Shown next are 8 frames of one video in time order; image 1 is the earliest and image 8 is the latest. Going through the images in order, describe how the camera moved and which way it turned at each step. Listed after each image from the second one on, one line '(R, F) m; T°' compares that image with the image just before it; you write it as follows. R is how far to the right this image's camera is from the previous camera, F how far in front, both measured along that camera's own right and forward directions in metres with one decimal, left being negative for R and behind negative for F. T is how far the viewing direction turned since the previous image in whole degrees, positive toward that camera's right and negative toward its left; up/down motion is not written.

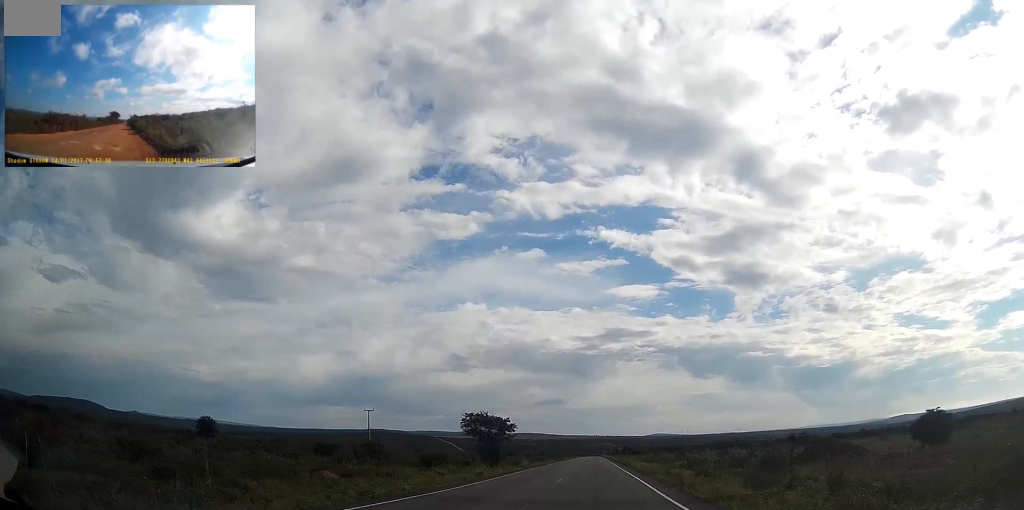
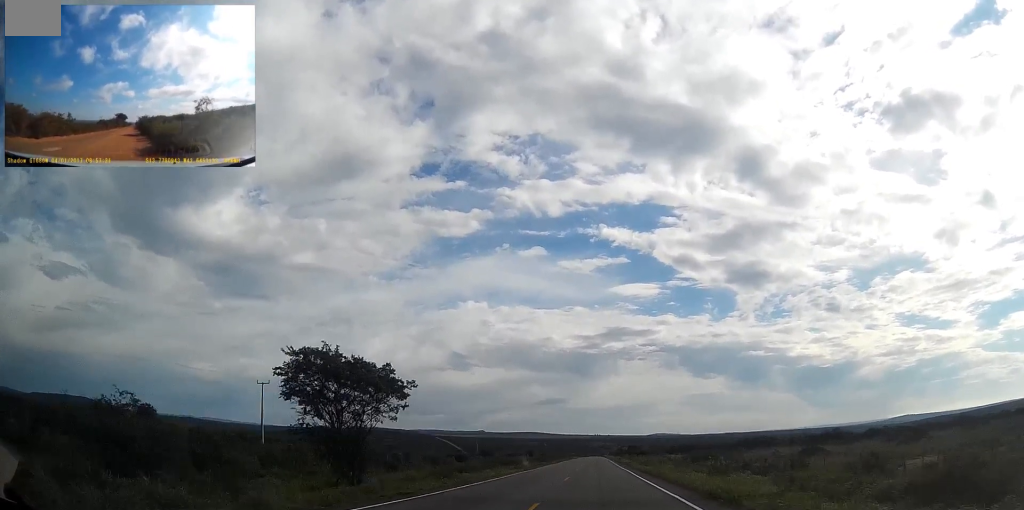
(-0.3, +45.8) m; 0°
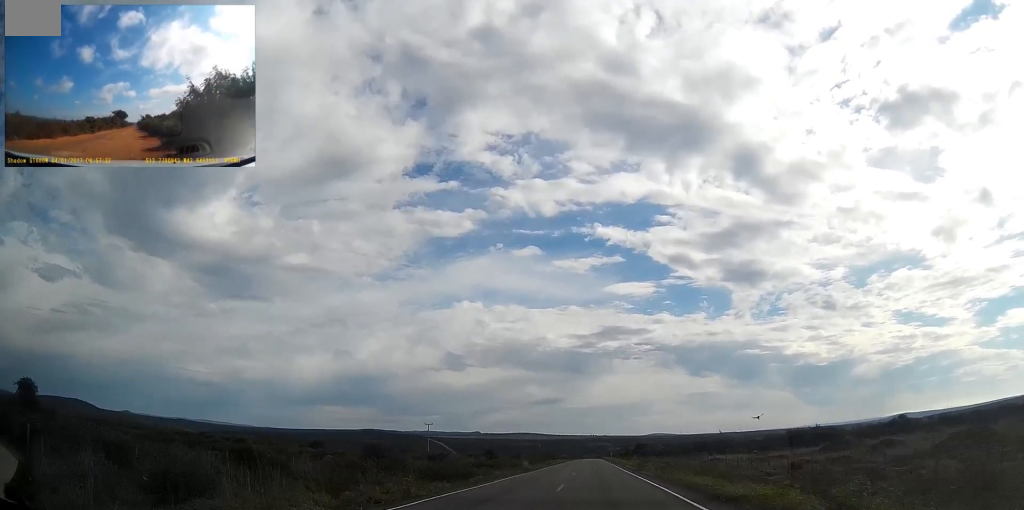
(+0.2, +69.1) m; 0°
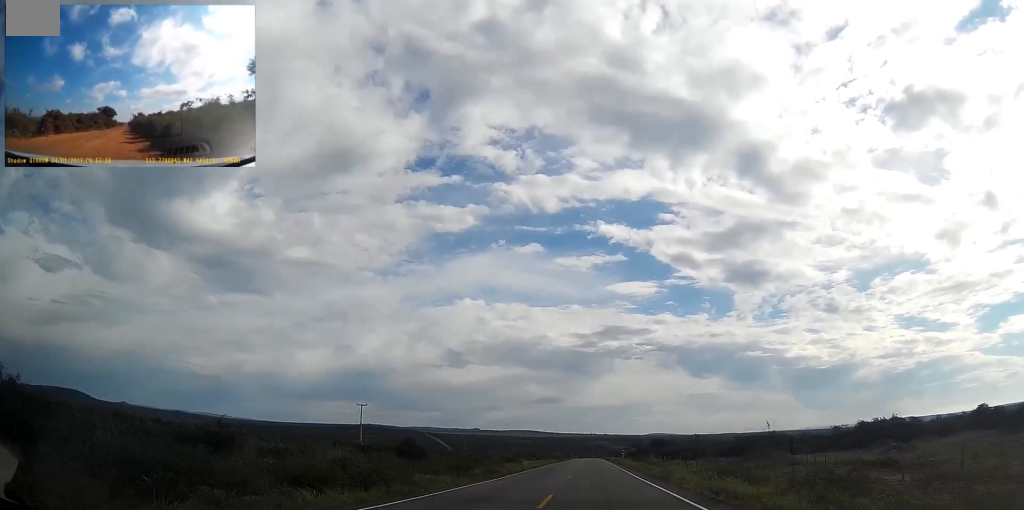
(0.0, +52.1) m; 0°
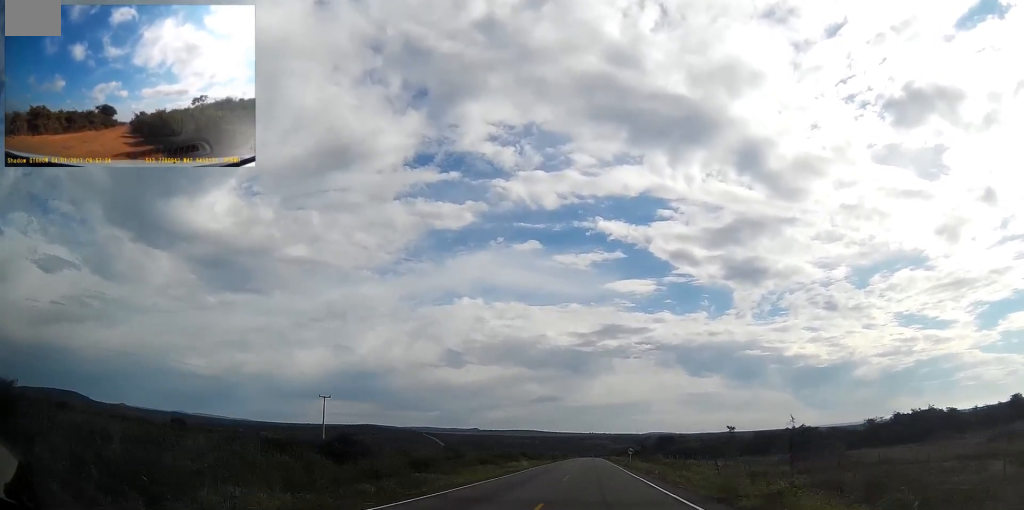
(+0.1, +18.4) m; 0°
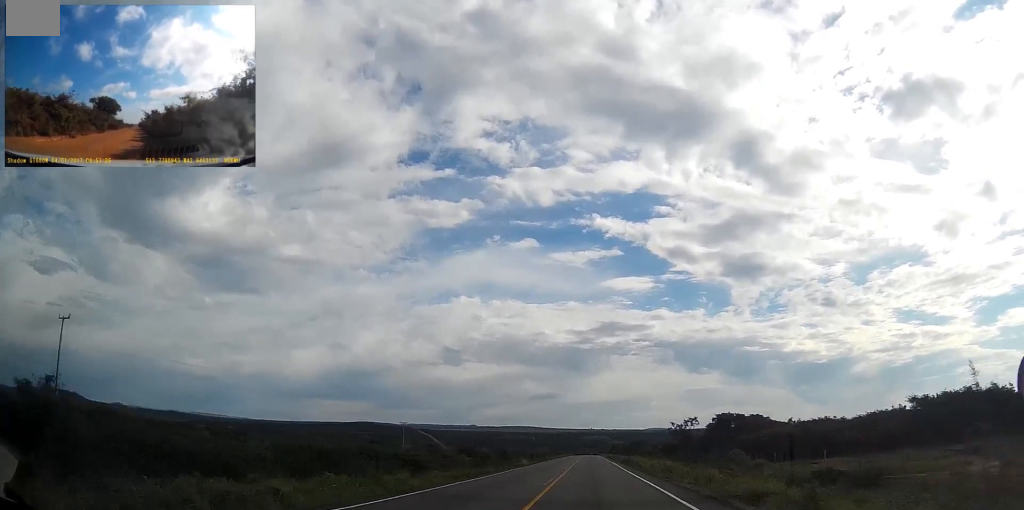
(0.0, +64.8) m; 0°
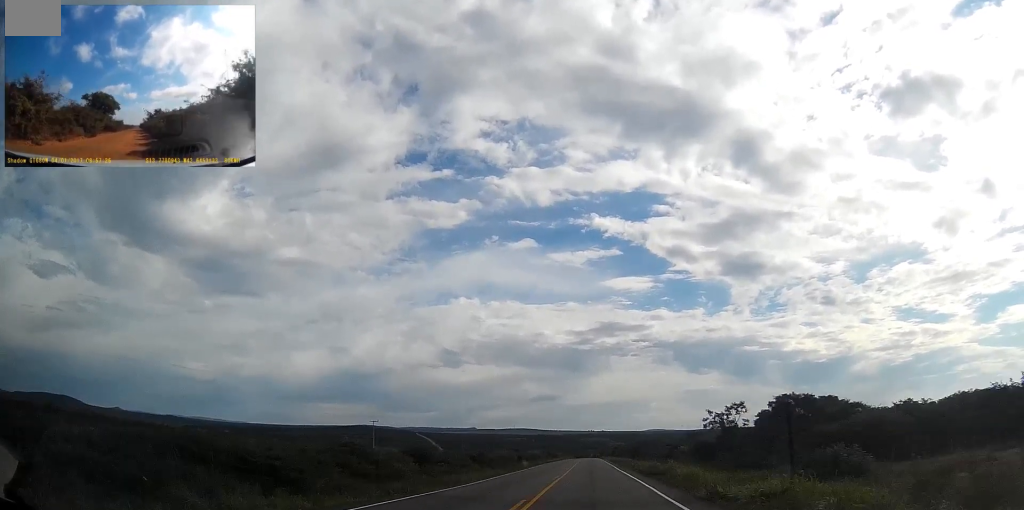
(0.0, +24.6) m; 0°
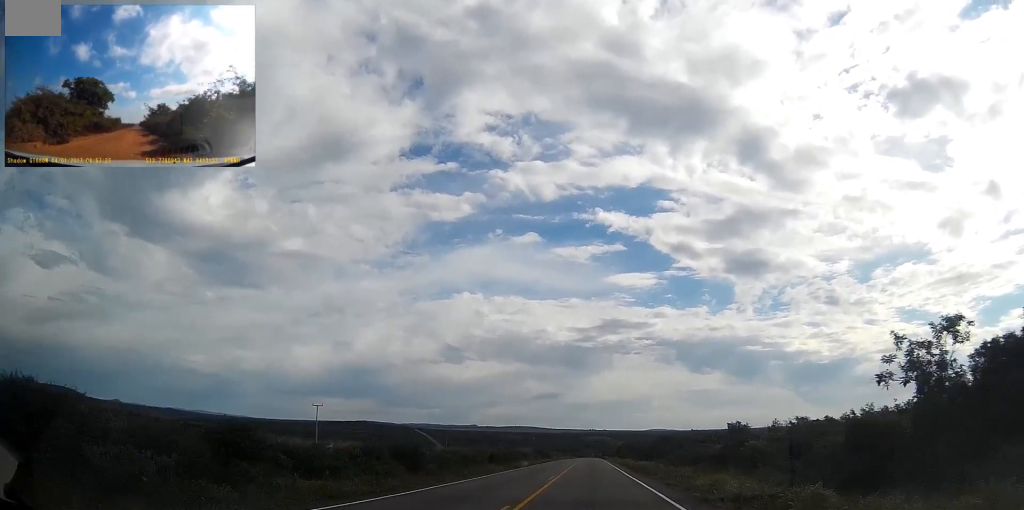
(+0.1, +35.8) m; 0°
